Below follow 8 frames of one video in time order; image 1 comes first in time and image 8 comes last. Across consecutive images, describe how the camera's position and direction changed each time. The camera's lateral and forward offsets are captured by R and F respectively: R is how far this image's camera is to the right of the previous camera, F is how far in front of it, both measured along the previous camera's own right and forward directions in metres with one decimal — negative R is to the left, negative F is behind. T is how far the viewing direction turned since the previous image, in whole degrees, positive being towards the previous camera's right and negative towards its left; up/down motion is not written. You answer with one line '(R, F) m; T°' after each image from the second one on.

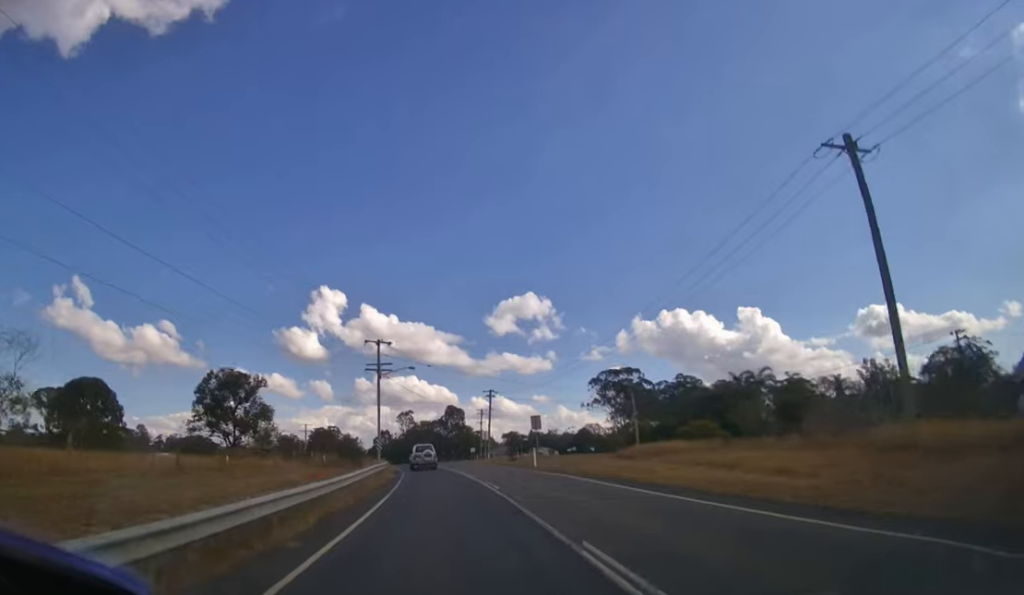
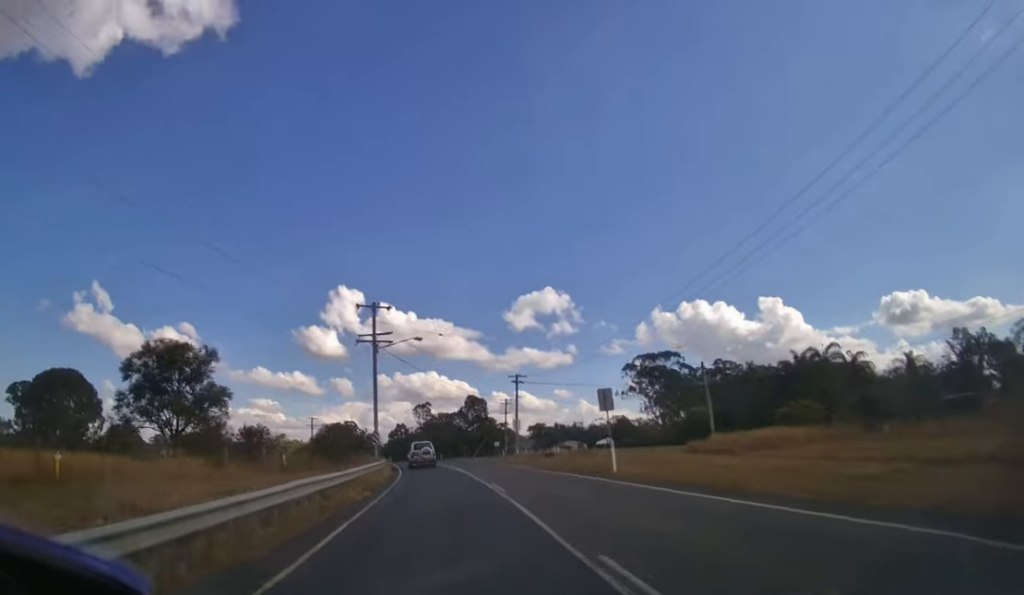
(-0.1, +9.9) m; -2°
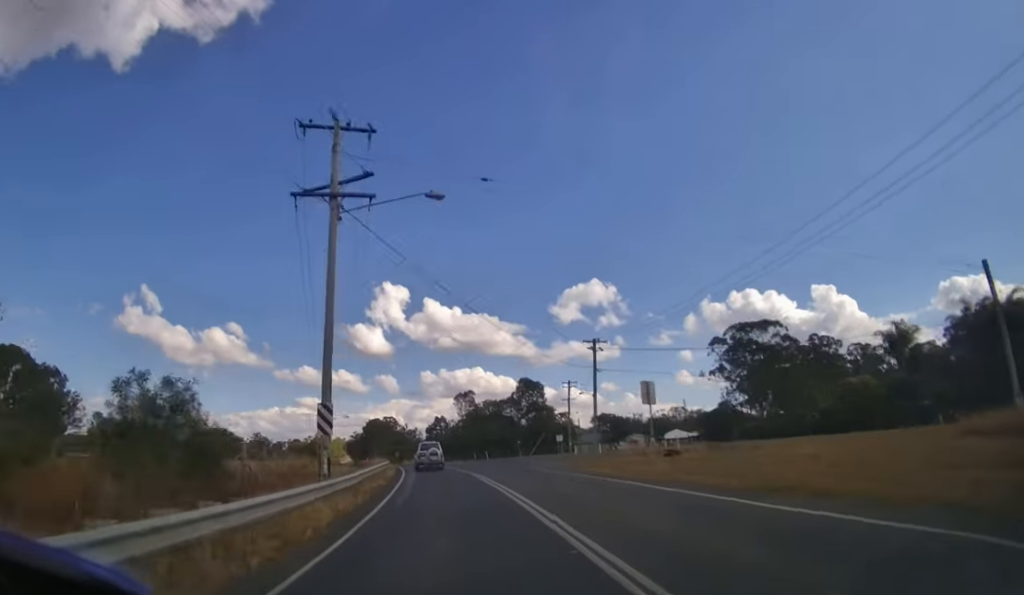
(-0.6, +19.2) m; -4°
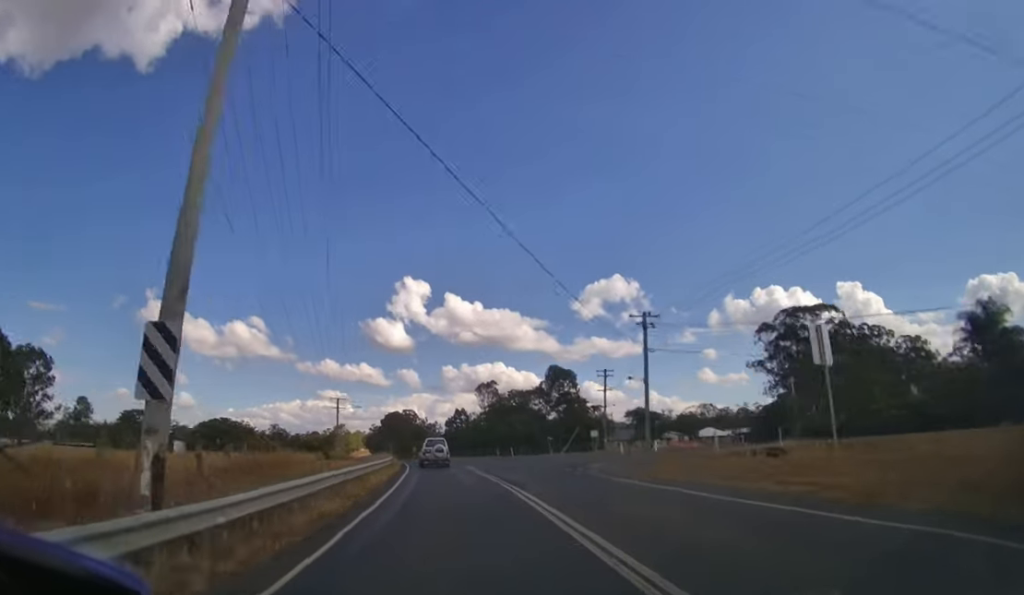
(0.0, +8.7) m; -2°
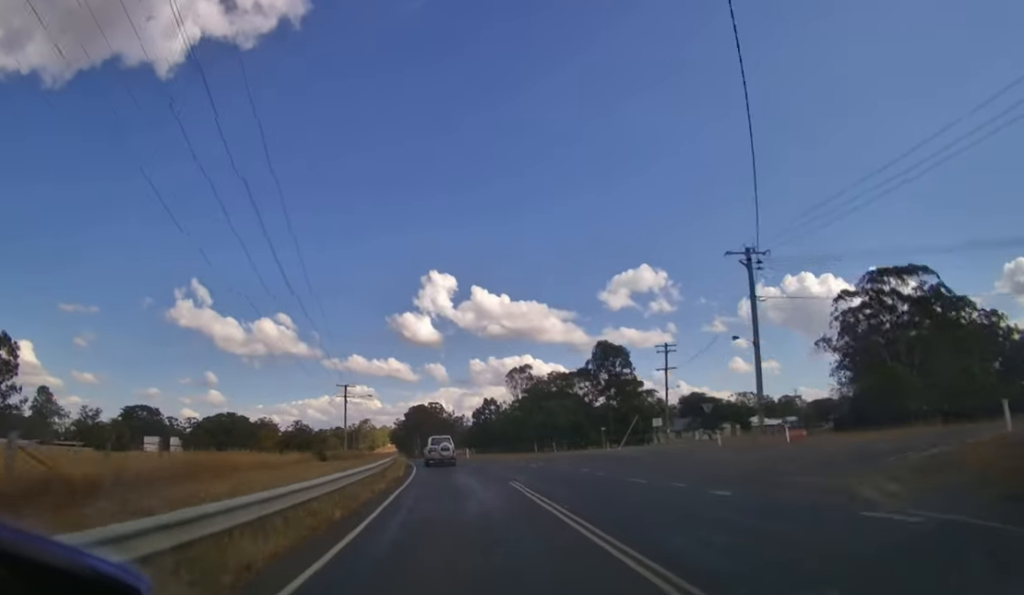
(-0.4, +12.9) m; -3°
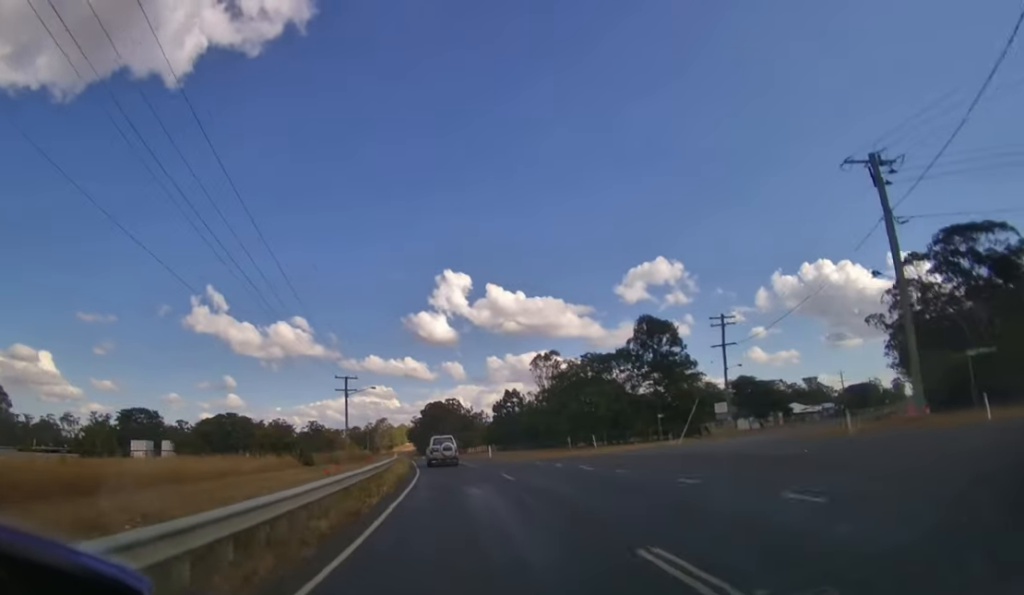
(-0.3, +10.9) m; -2°
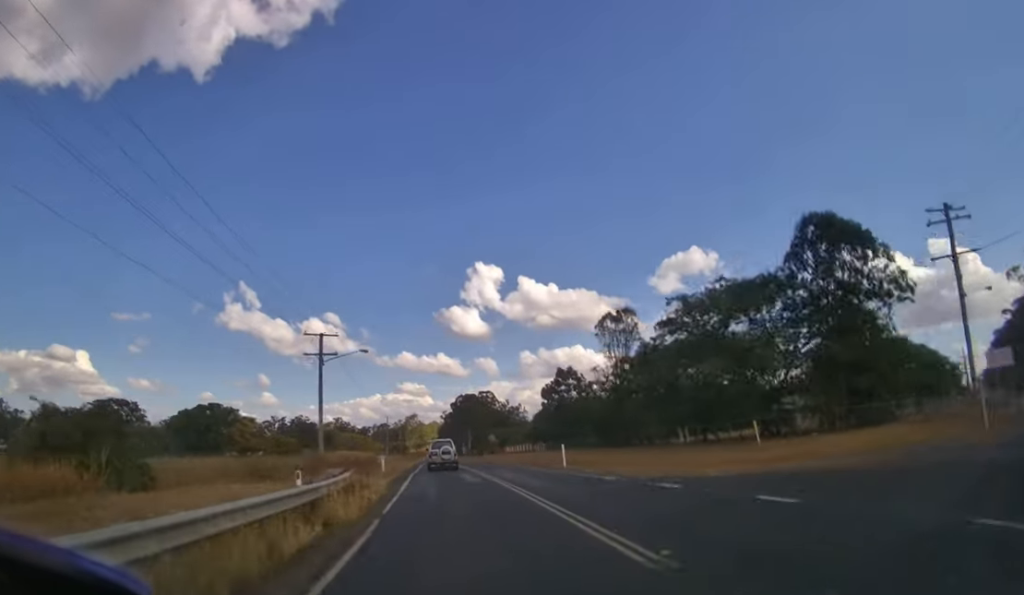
(-1.3, +27.4) m; -5°
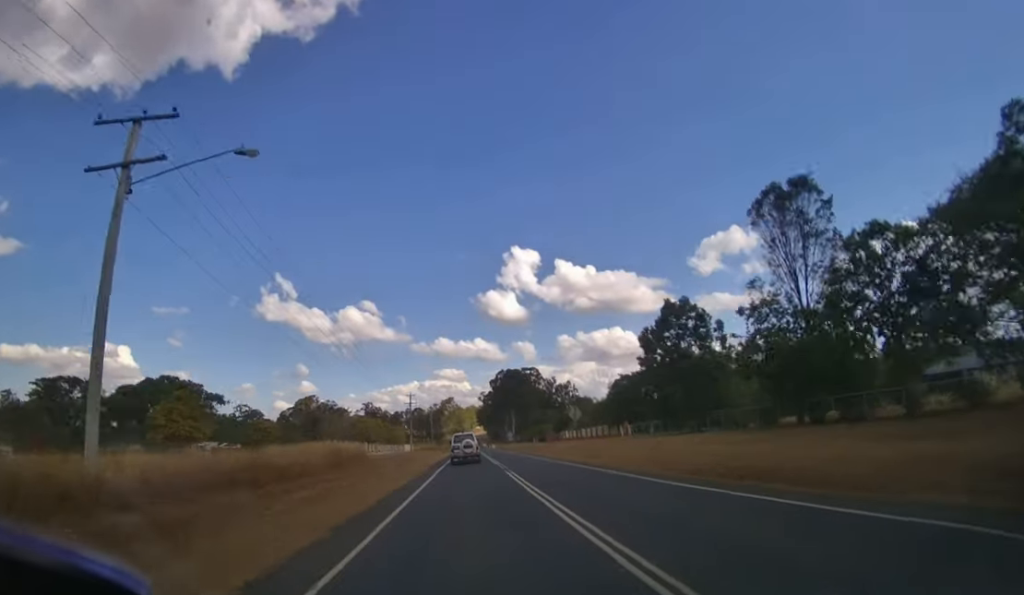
(-1.1, +30.5) m; -4°
